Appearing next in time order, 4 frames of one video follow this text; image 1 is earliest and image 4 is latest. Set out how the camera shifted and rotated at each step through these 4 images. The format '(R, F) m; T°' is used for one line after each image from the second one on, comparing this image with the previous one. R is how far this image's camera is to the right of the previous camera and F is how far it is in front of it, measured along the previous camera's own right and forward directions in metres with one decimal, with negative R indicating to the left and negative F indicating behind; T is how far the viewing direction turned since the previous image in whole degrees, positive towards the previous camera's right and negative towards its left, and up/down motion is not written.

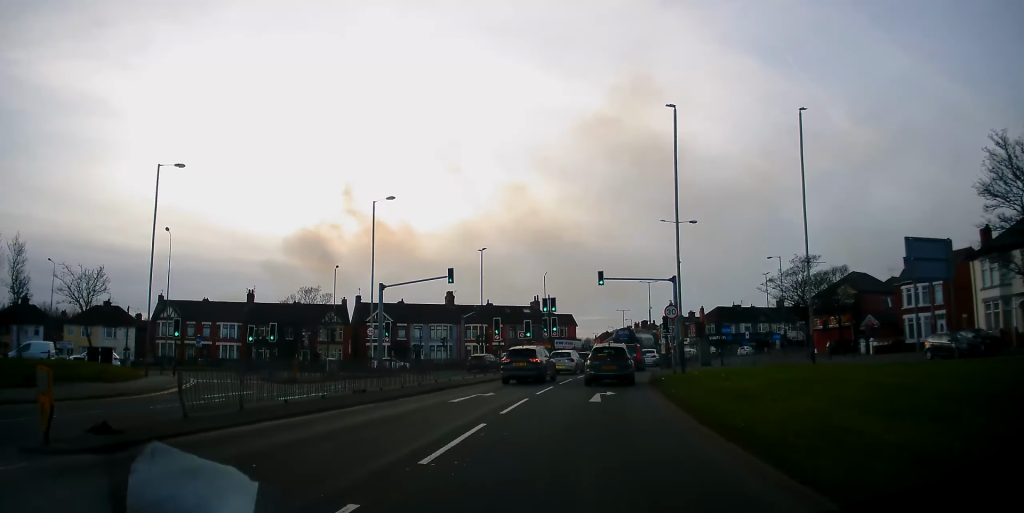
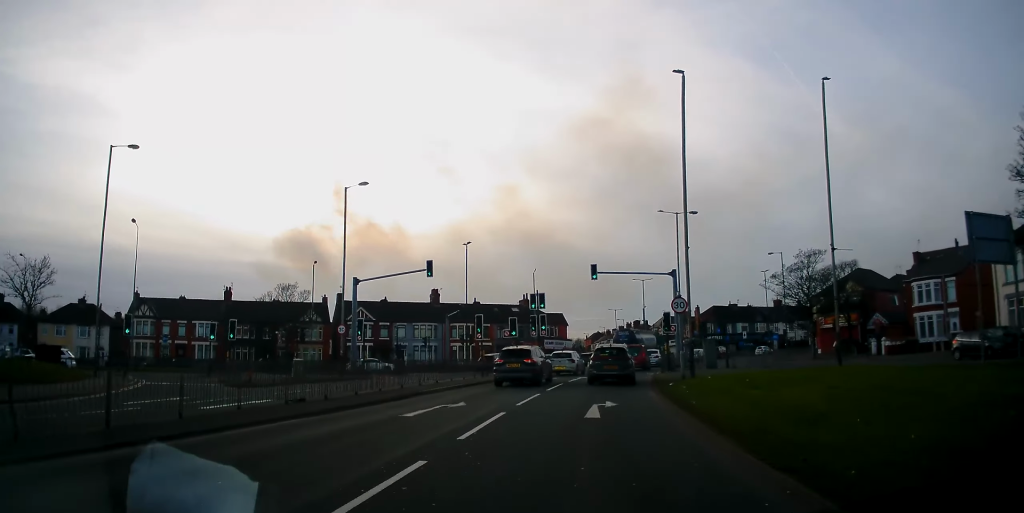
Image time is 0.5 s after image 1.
(0.0, +3.6) m; +1°
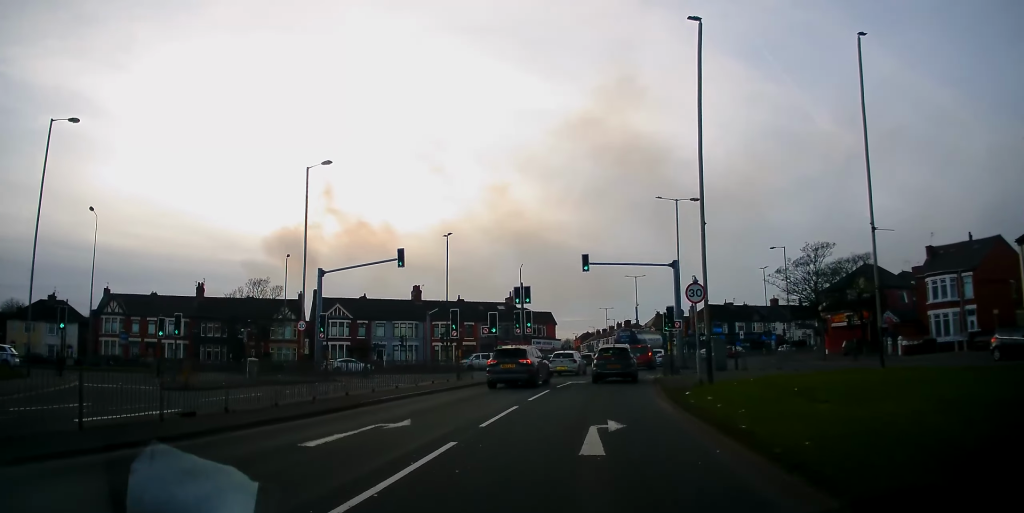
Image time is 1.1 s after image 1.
(0.0, +4.1) m; +1°
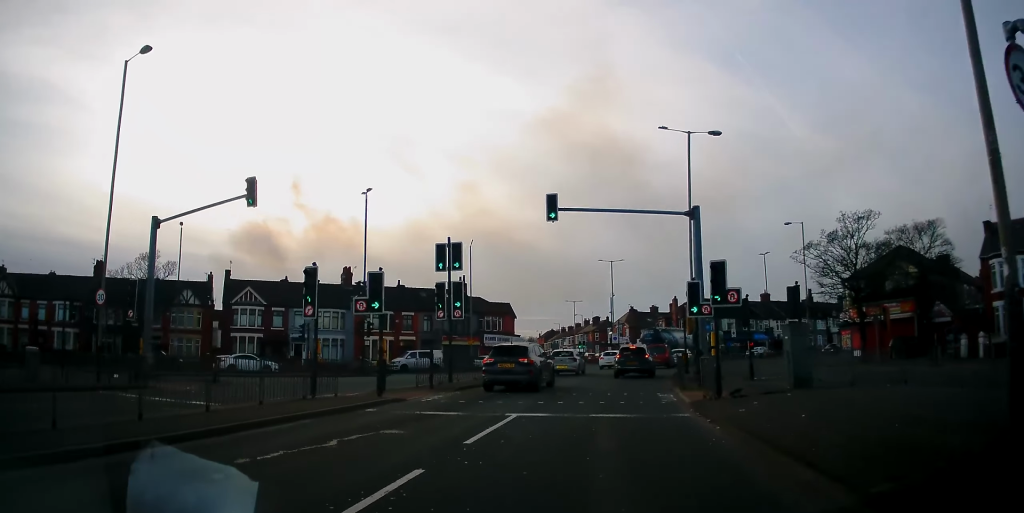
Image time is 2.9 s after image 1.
(-0.5, +13.6) m; -1°
